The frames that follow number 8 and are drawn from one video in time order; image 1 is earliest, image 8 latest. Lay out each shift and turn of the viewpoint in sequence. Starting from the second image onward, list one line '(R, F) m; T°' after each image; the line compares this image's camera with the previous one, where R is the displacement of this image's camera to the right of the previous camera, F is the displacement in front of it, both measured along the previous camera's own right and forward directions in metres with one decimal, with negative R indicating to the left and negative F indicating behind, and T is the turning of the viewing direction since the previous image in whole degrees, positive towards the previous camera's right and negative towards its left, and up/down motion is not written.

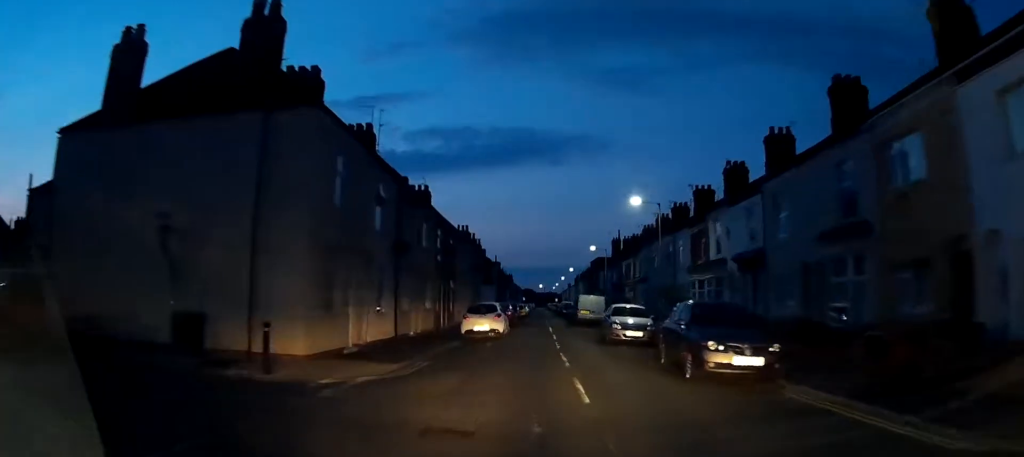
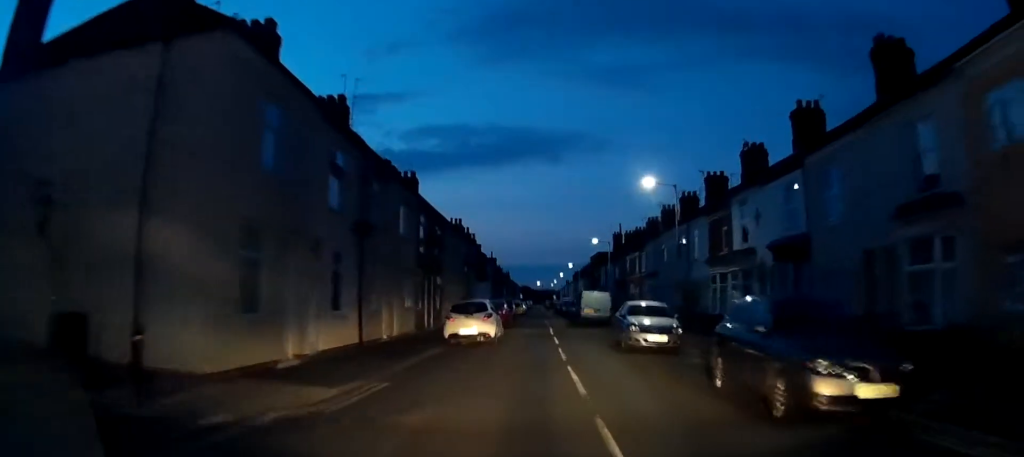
(-0.1, +4.1) m; +1°
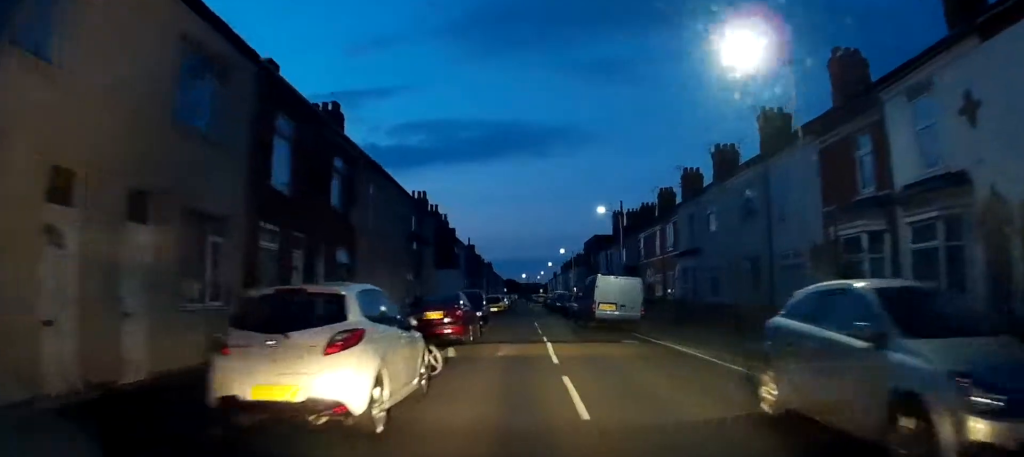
(+0.3, +14.4) m; -1°
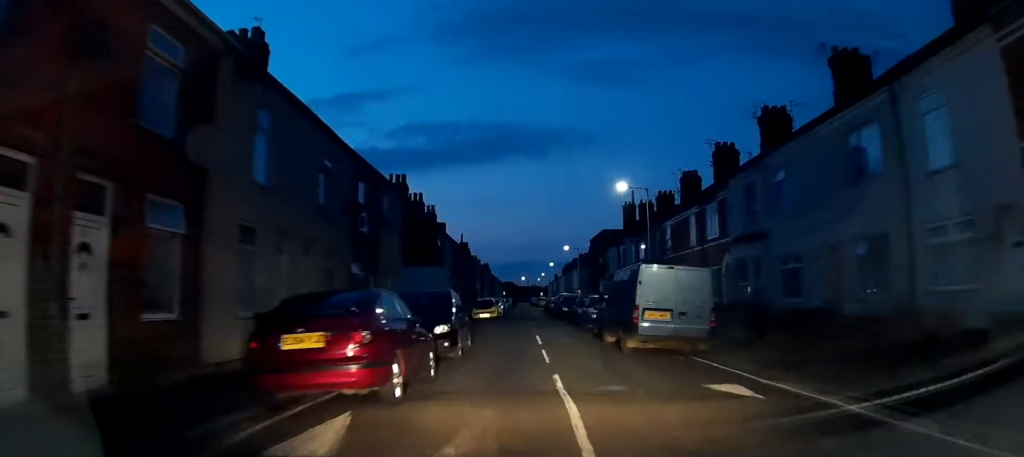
(-0.2, +8.8) m; 0°
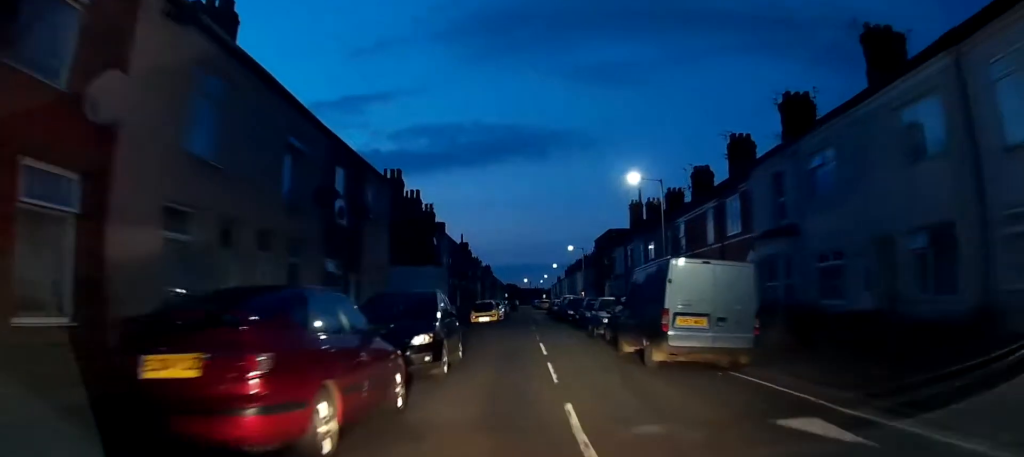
(0.0, +2.9) m; +1°
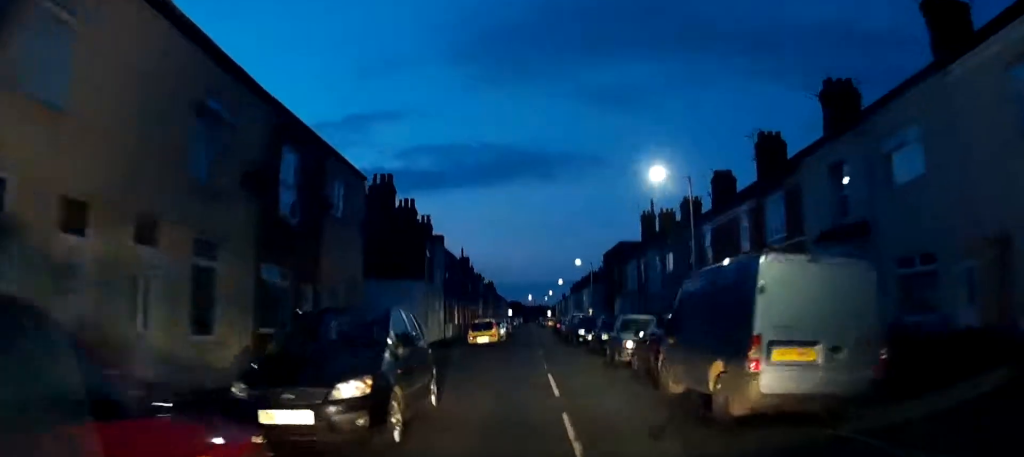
(+0.1, +4.6) m; +1°
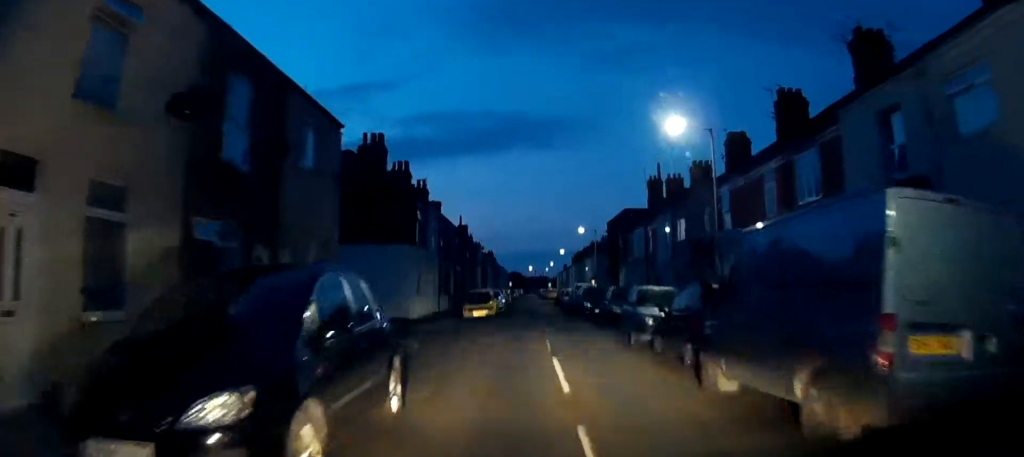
(0.0, +2.9) m; 0°
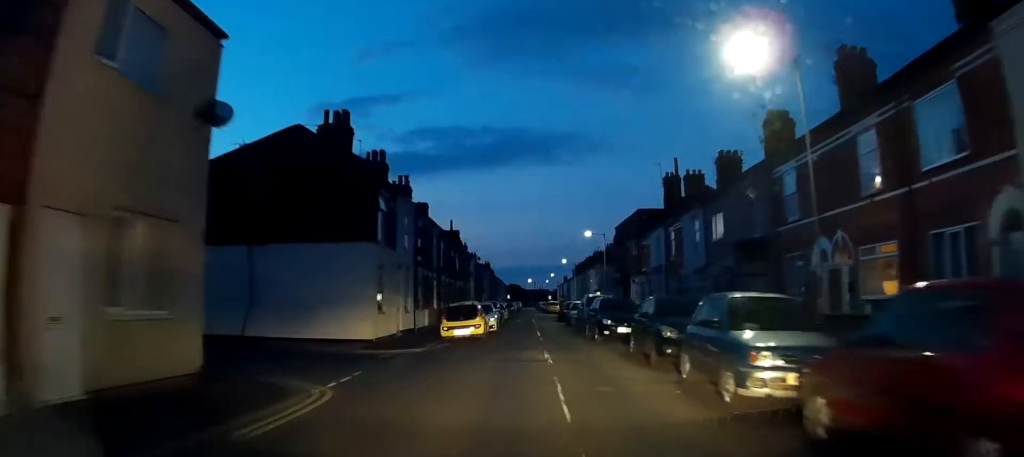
(0.0, +7.1) m; +3°
